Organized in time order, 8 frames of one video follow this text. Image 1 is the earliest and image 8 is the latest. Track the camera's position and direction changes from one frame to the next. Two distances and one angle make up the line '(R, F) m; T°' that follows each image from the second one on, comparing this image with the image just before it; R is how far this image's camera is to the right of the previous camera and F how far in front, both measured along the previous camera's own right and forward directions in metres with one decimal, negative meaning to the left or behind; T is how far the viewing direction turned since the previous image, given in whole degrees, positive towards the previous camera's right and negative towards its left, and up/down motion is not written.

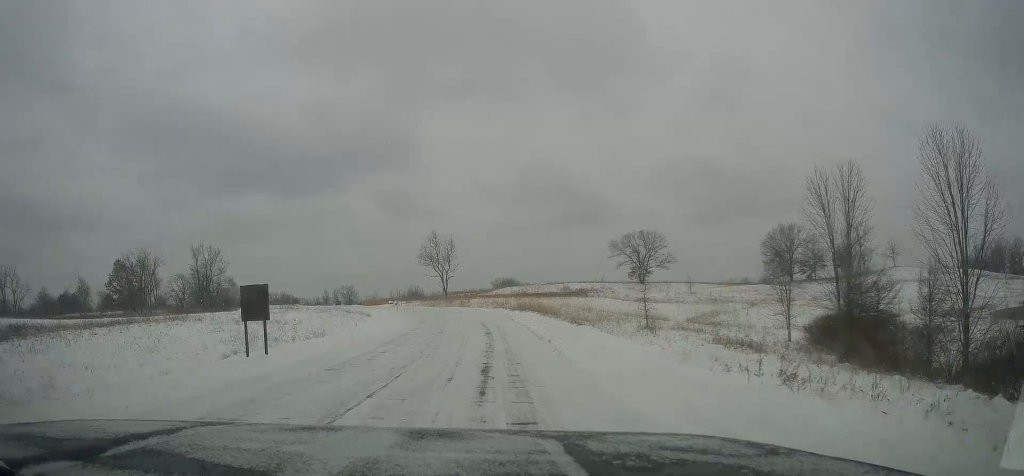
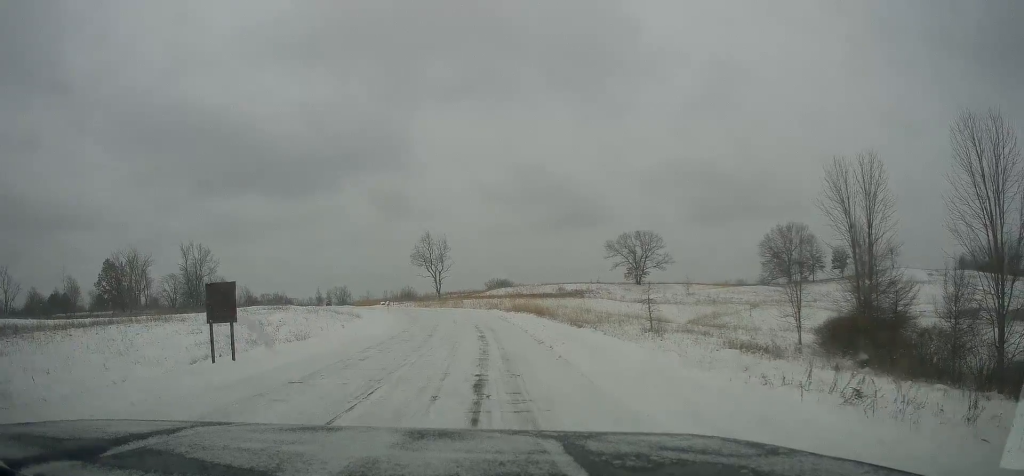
(+0.2, +2.5) m; 0°
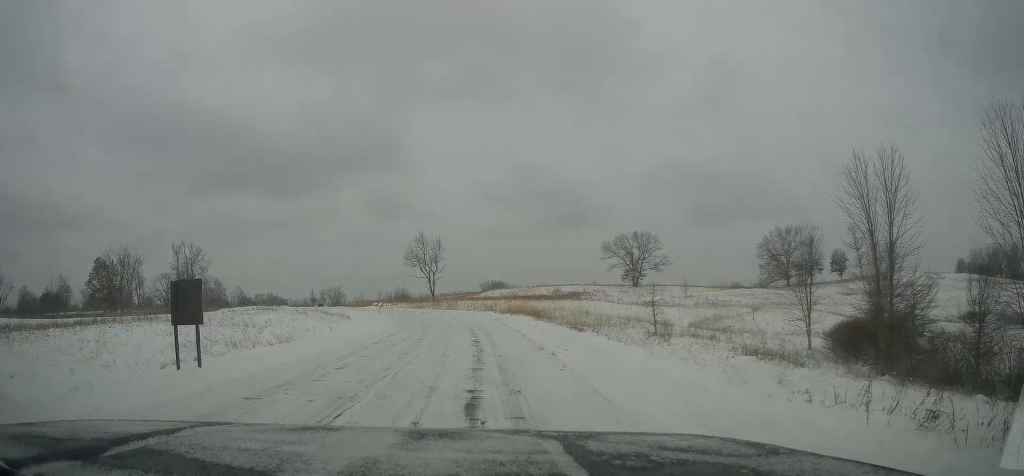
(-0.2, +2.1) m; -1°
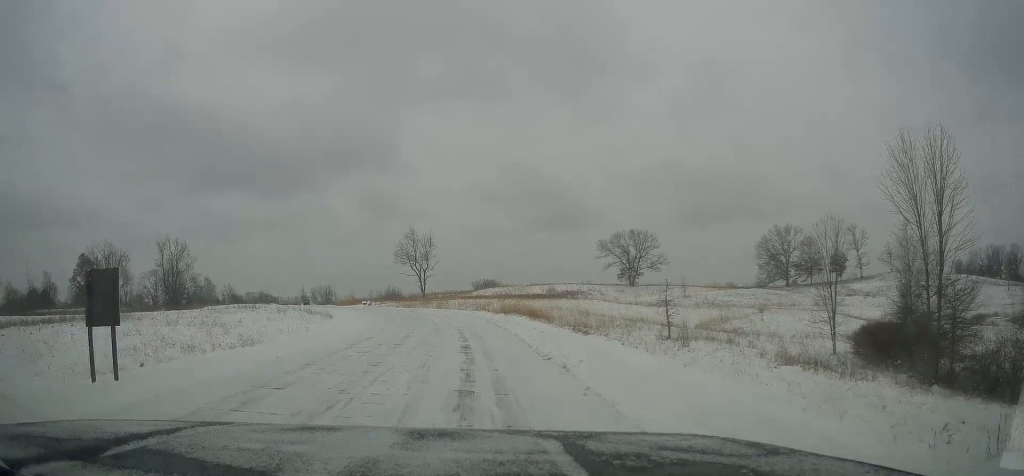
(-0.2, +4.1) m; 0°
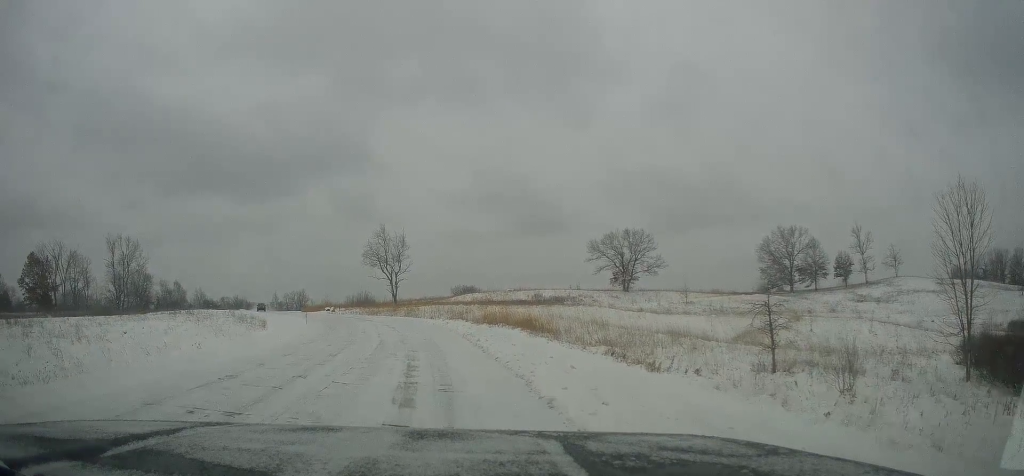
(+0.5, +13.8) m; +3°
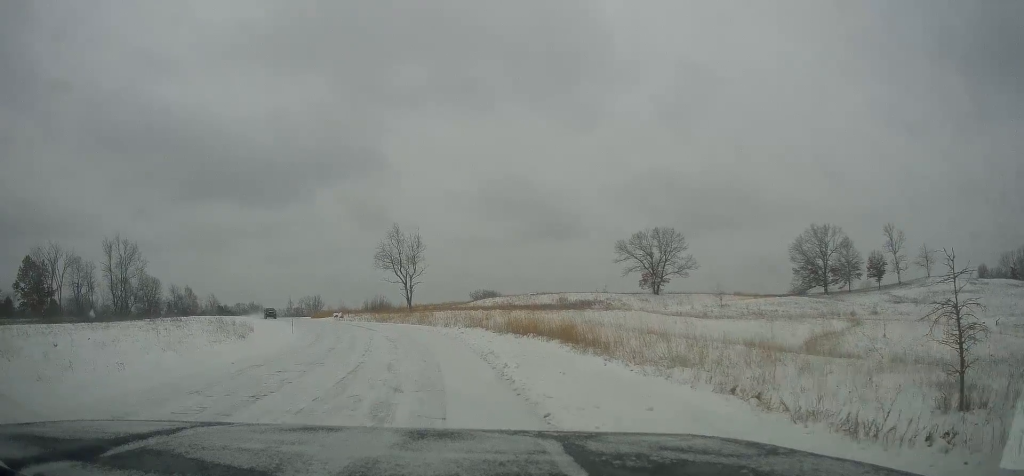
(+0.6, +8.2) m; -2°
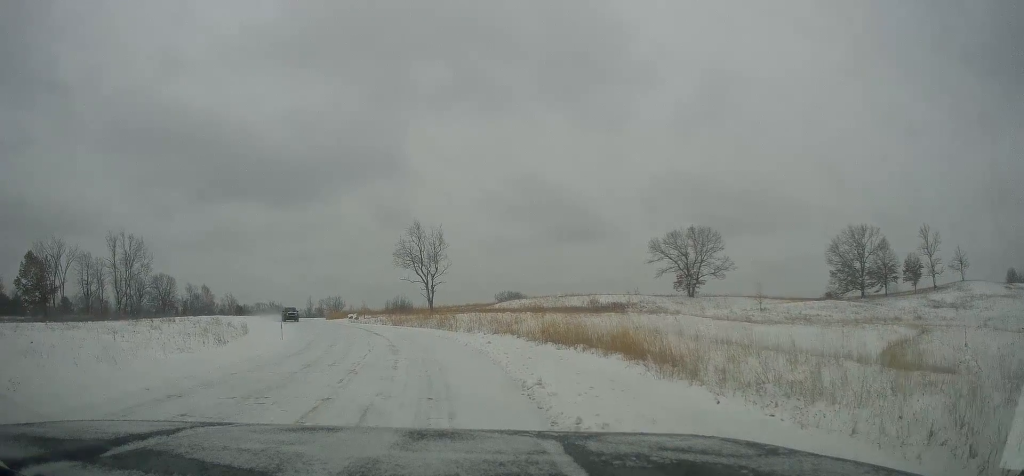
(-0.6, +6.5) m; -7°
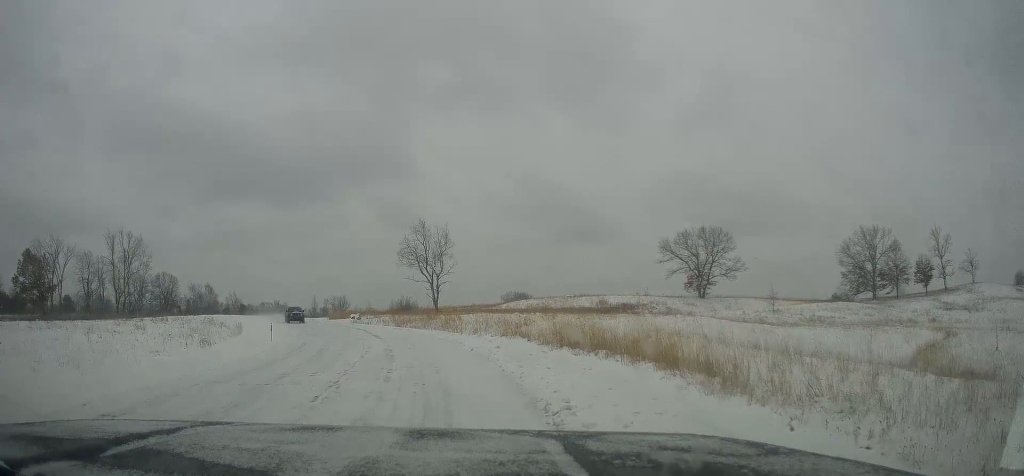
(0.0, +2.5) m; +3°
